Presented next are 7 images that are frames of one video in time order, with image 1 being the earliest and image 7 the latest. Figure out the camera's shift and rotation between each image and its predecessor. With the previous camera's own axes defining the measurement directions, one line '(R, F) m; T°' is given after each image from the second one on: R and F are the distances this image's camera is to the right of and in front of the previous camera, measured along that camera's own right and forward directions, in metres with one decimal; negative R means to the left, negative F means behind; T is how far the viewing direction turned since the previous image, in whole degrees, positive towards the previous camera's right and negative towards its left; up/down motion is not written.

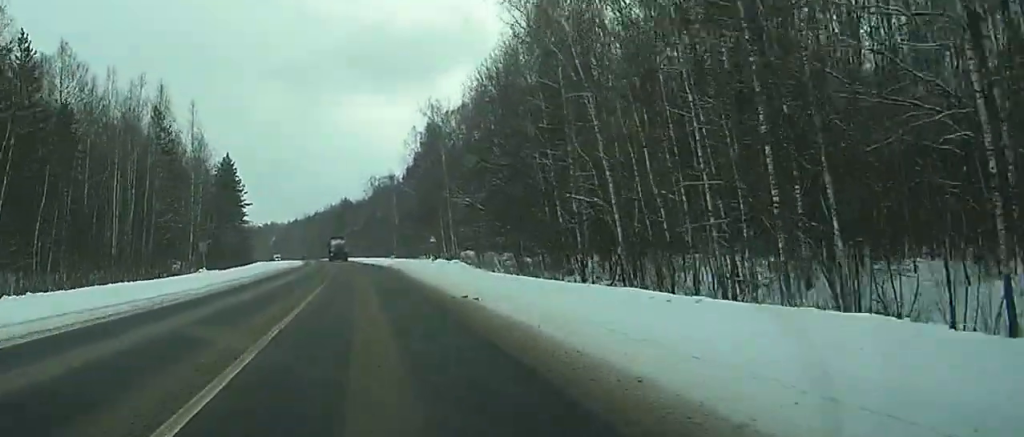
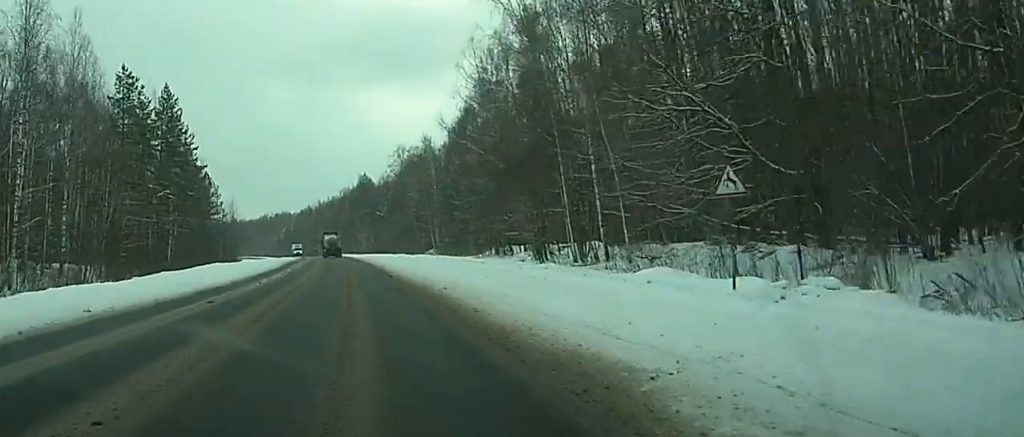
(-1.3, +68.2) m; -3°
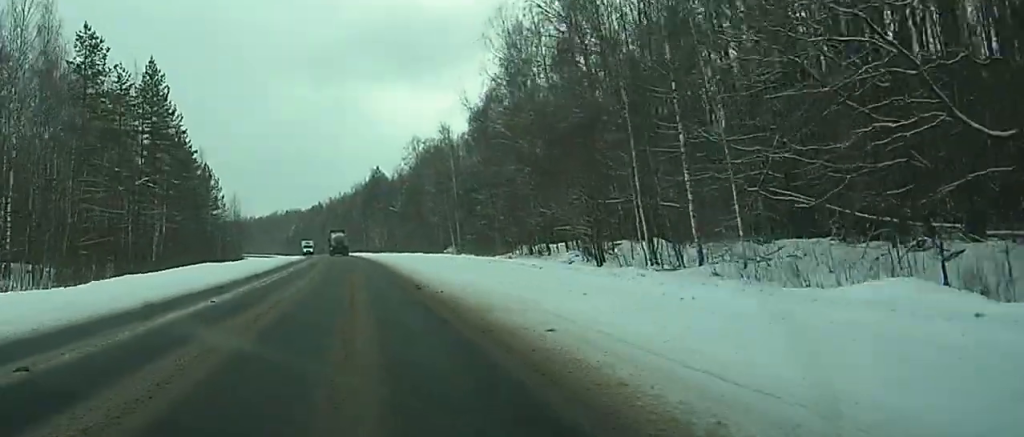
(+0.1, +11.7) m; -2°
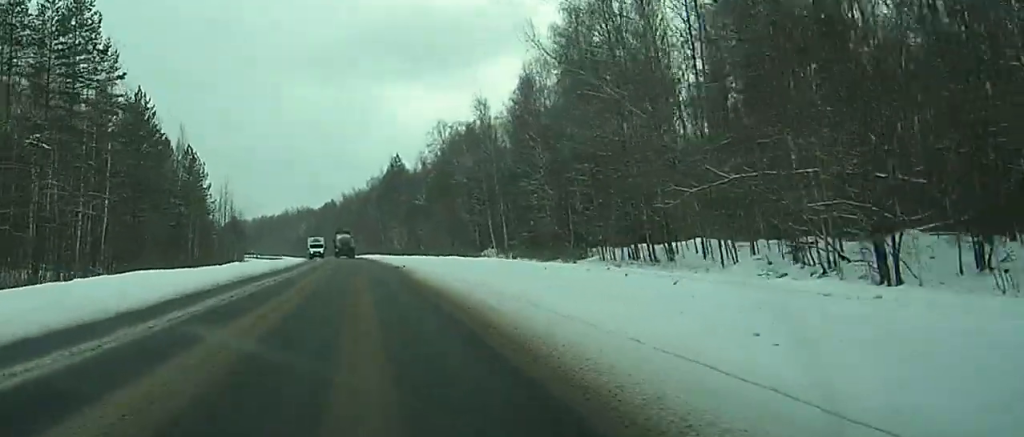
(-1.2, +25.1) m; -3°
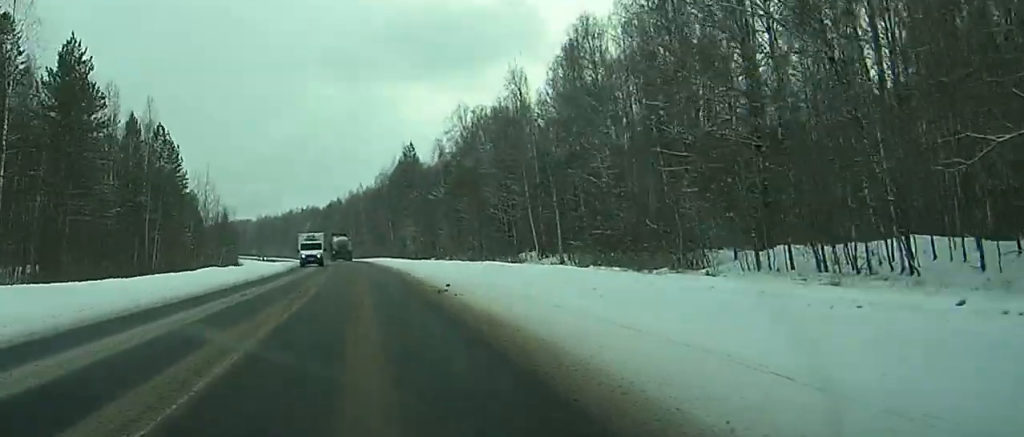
(-0.2, +24.0) m; 0°
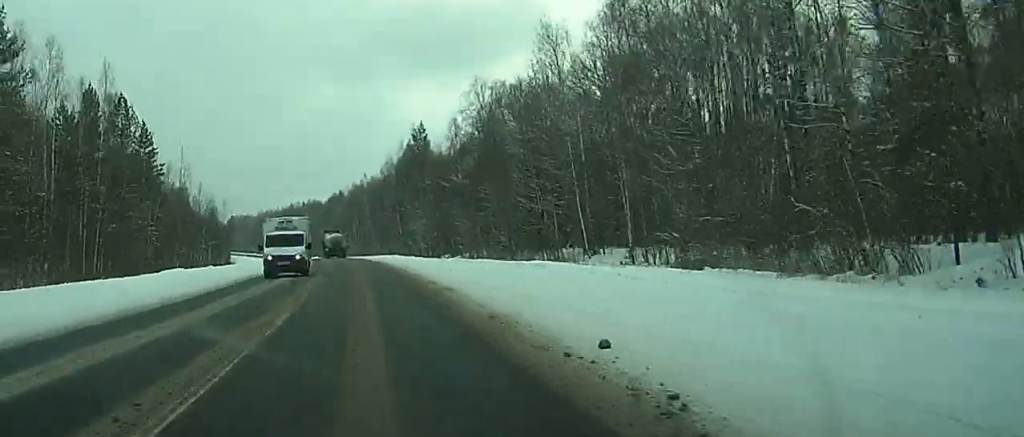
(0.0, +20.5) m; 0°
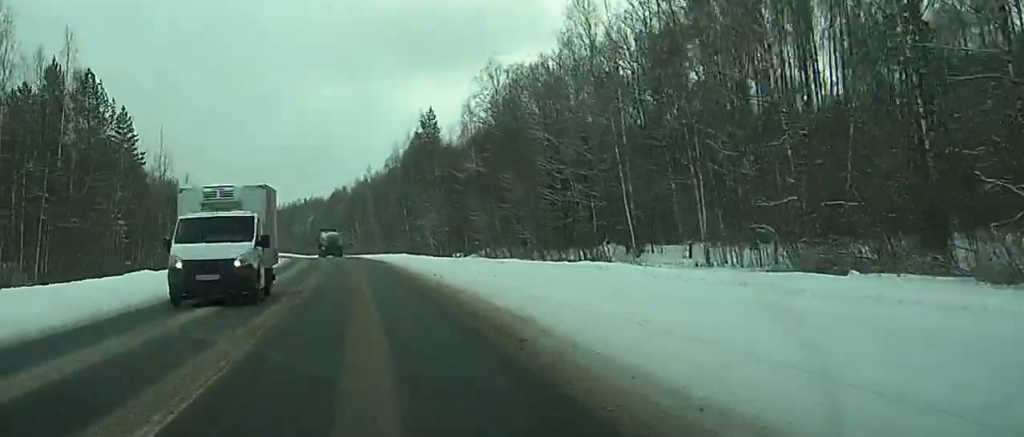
(0.0, +13.3) m; 0°
